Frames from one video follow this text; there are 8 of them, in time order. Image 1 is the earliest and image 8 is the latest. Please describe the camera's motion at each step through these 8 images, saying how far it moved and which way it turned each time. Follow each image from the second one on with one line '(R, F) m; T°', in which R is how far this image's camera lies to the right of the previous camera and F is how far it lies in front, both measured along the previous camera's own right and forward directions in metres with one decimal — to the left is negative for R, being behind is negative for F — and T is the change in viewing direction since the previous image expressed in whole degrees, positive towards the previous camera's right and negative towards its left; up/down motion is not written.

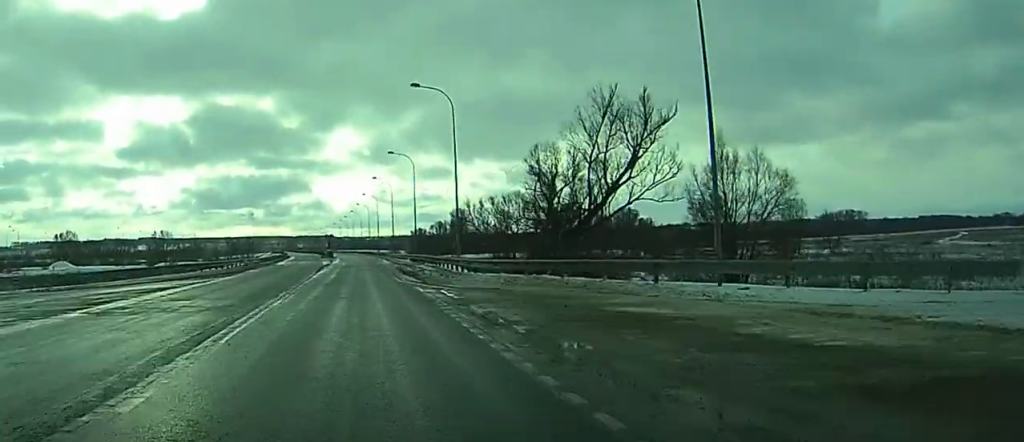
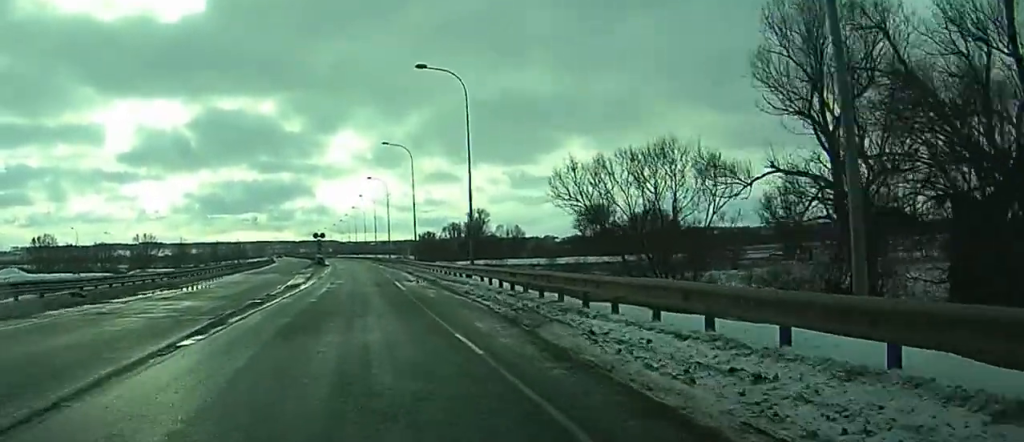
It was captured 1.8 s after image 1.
(+1.2, +46.2) m; +1°
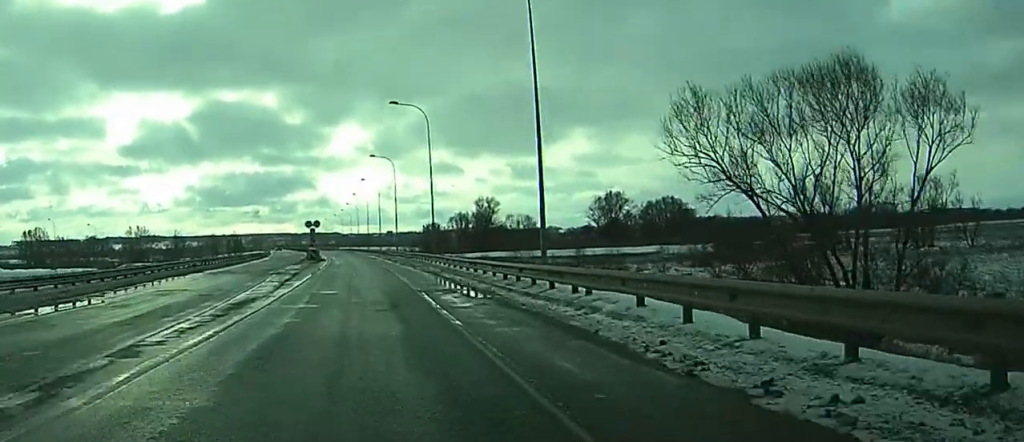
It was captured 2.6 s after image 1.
(-0.1, +17.6) m; 0°
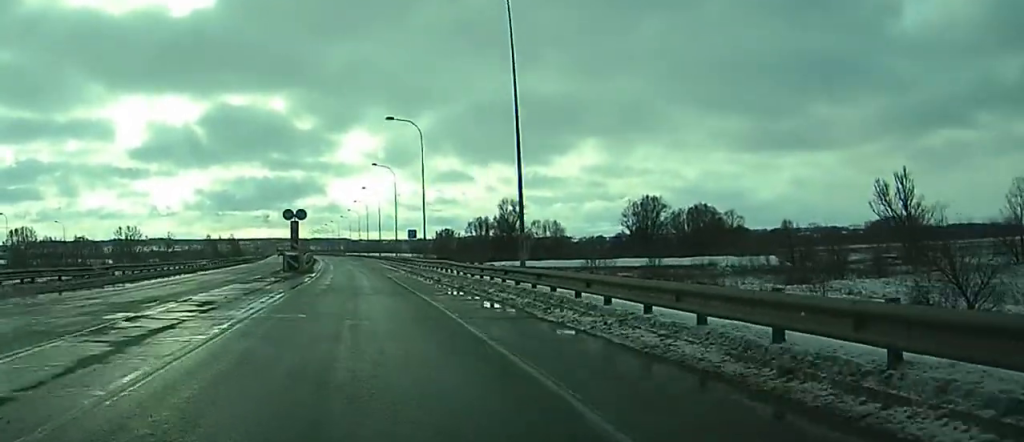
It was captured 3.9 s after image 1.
(-0.1, +28.6) m; -1°
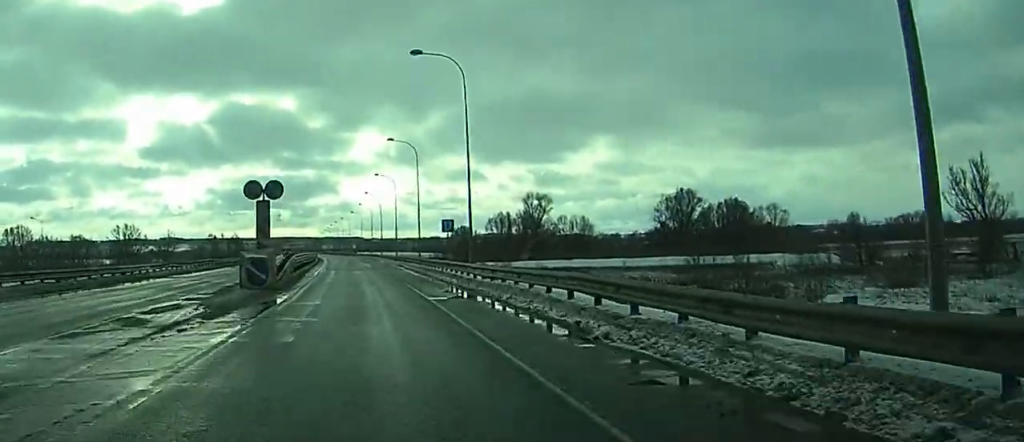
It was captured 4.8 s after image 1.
(-0.2, +18.8) m; -1°
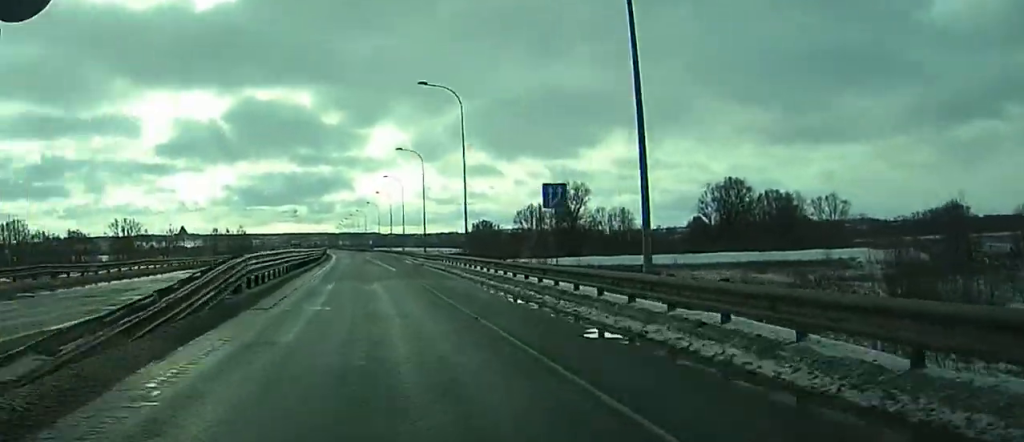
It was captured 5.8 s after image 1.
(-0.2, +24.2) m; -1°
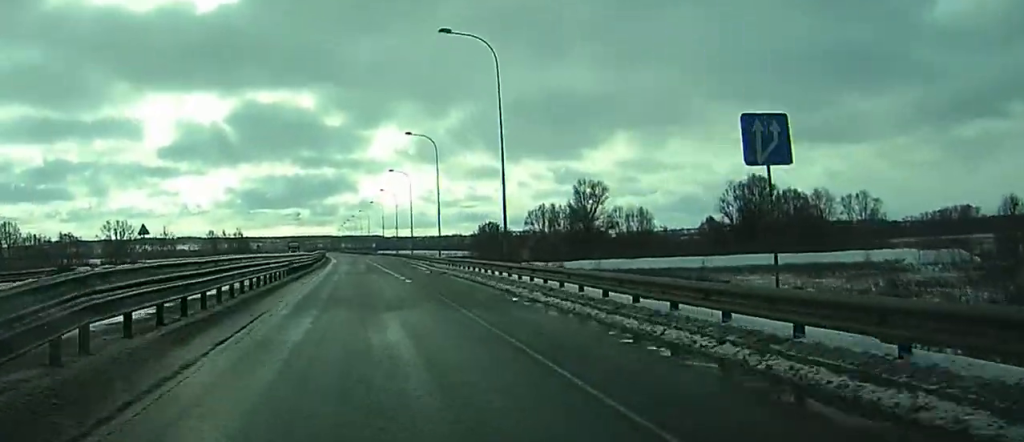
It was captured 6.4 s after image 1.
(0.0, +14.1) m; 0°
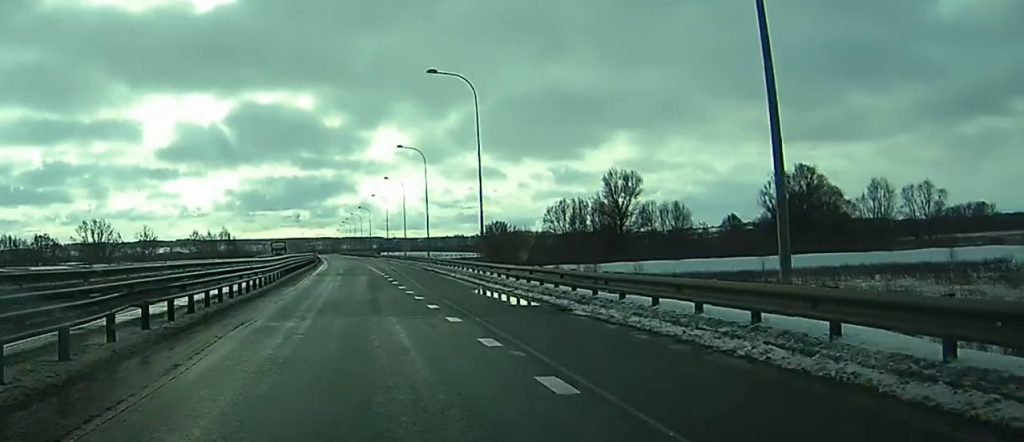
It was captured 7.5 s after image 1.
(-0.2, +27.3) m; -1°
